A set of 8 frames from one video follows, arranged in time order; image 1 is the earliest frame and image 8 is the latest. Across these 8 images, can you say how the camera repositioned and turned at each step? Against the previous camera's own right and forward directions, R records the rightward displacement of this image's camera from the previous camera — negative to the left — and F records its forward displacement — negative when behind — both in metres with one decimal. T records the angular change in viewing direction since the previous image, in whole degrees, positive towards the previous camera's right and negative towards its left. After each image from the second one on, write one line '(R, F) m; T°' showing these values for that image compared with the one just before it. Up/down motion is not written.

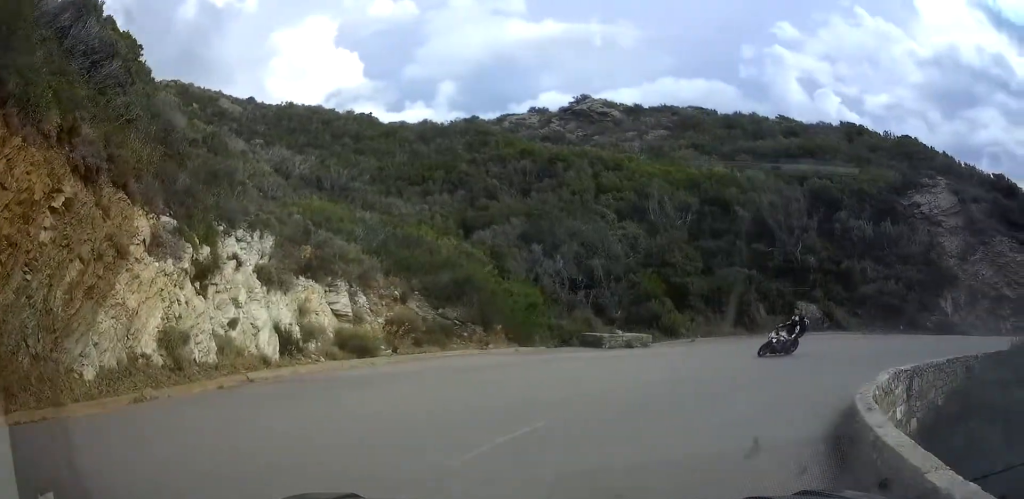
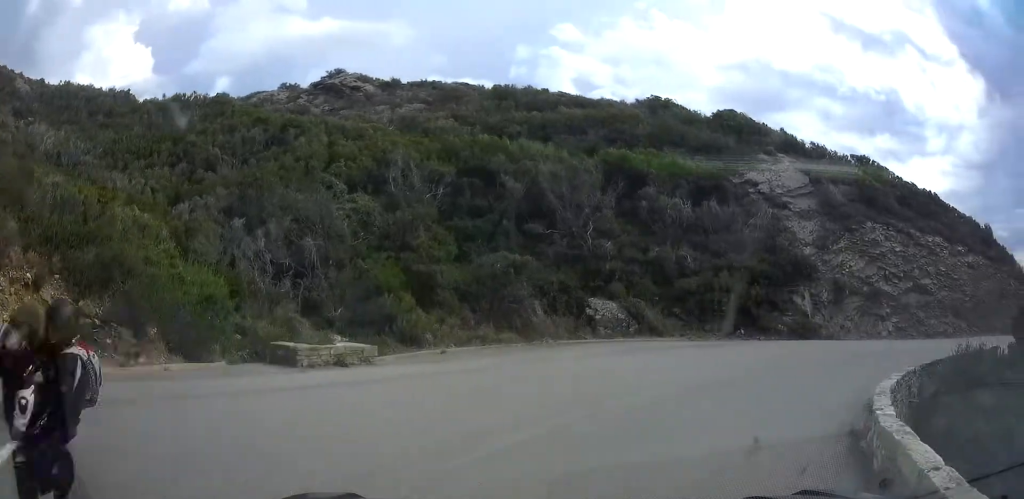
(+1.6, +7.8) m; +18°
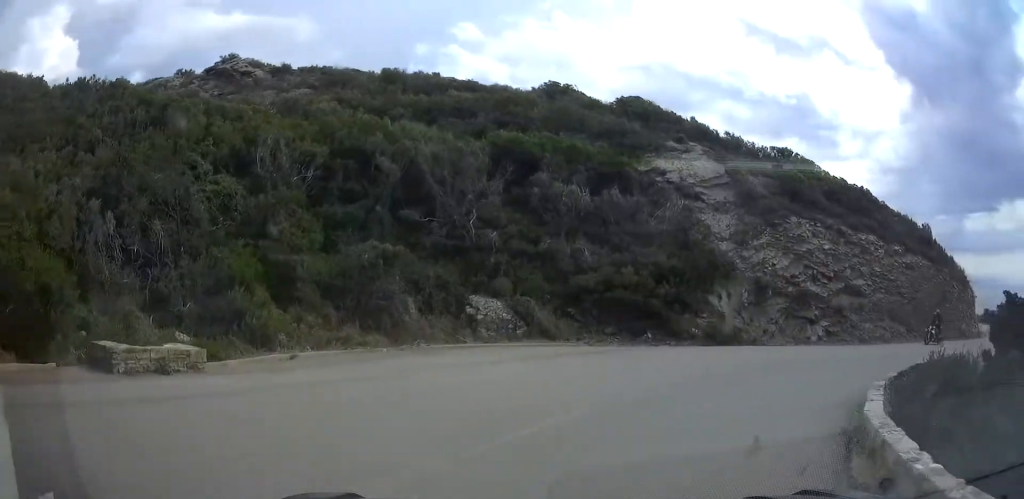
(+0.2, +3.2) m; +7°
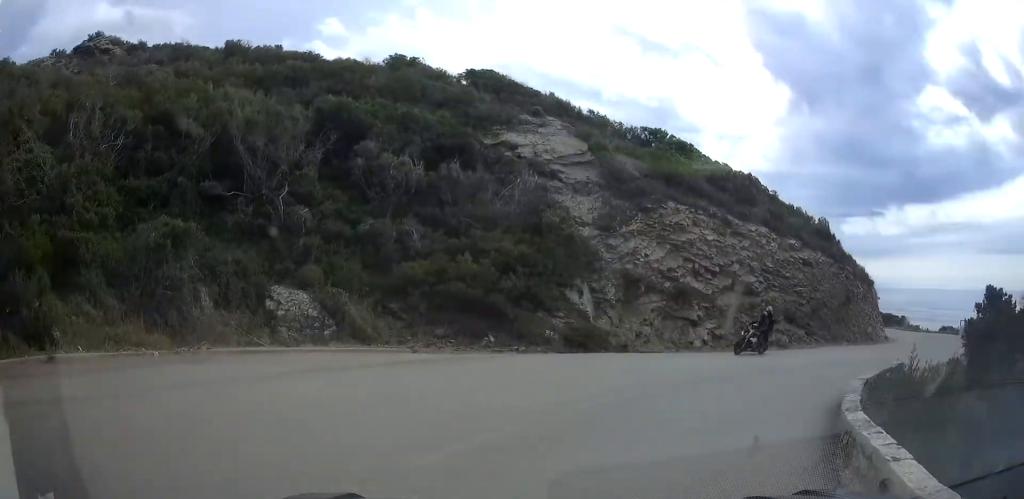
(+0.1, +4.3) m; +11°
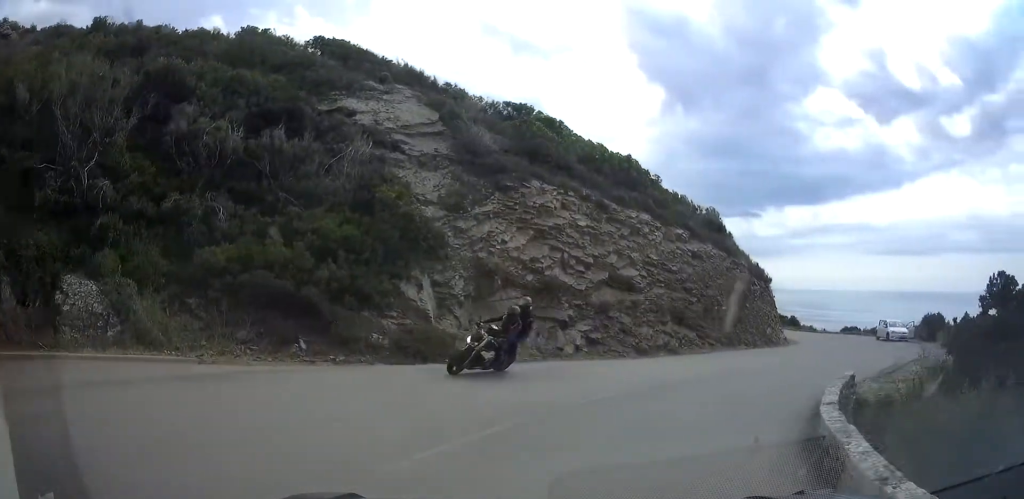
(+0.6, +3.9) m; +13°
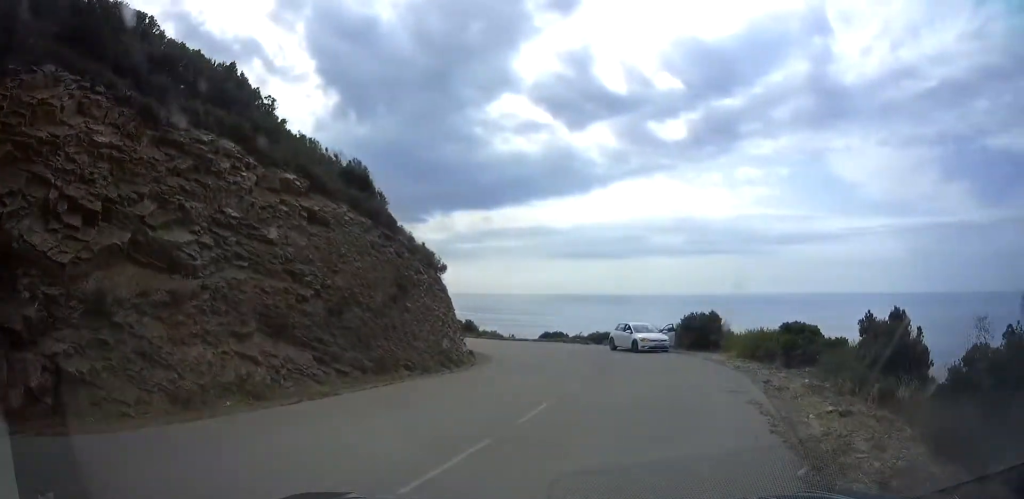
(+3.3, +11.1) m; +29°
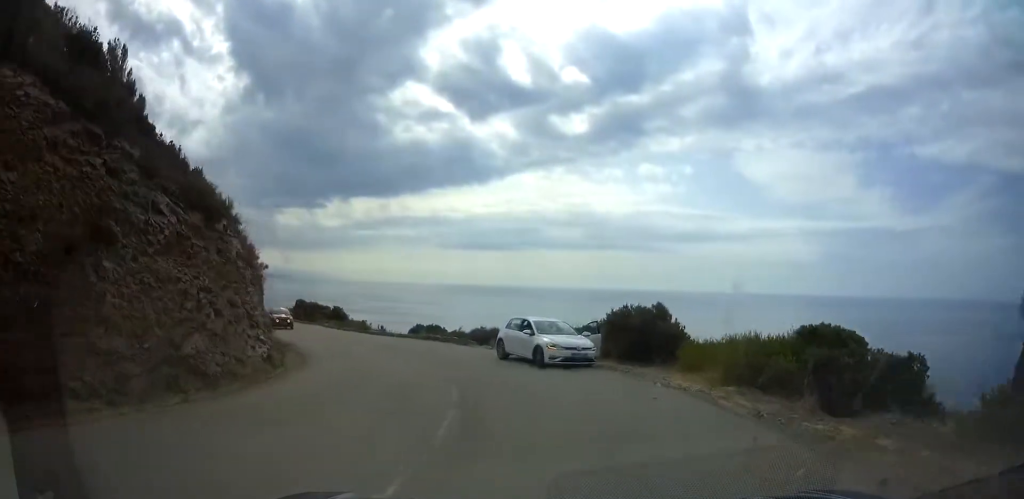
(+1.4, +11.1) m; +8°
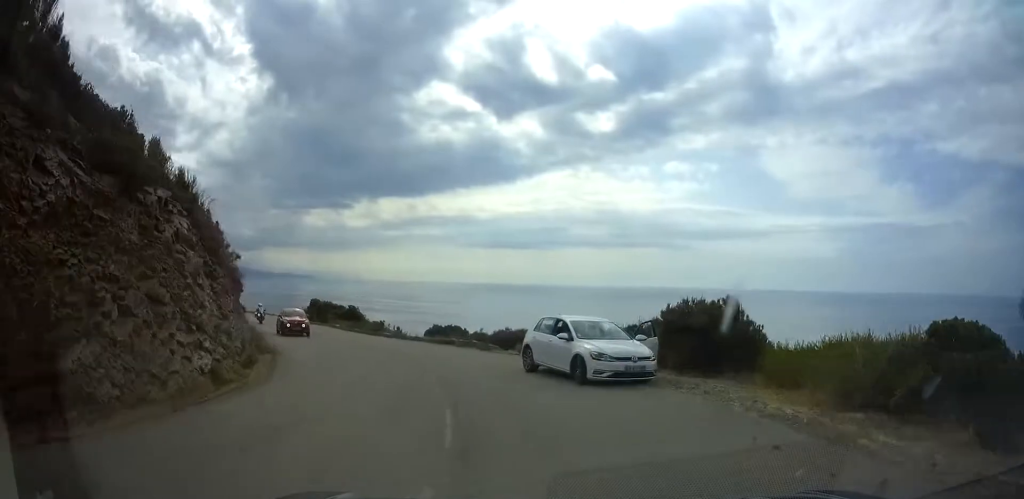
(+0.1, +4.6) m; 0°
